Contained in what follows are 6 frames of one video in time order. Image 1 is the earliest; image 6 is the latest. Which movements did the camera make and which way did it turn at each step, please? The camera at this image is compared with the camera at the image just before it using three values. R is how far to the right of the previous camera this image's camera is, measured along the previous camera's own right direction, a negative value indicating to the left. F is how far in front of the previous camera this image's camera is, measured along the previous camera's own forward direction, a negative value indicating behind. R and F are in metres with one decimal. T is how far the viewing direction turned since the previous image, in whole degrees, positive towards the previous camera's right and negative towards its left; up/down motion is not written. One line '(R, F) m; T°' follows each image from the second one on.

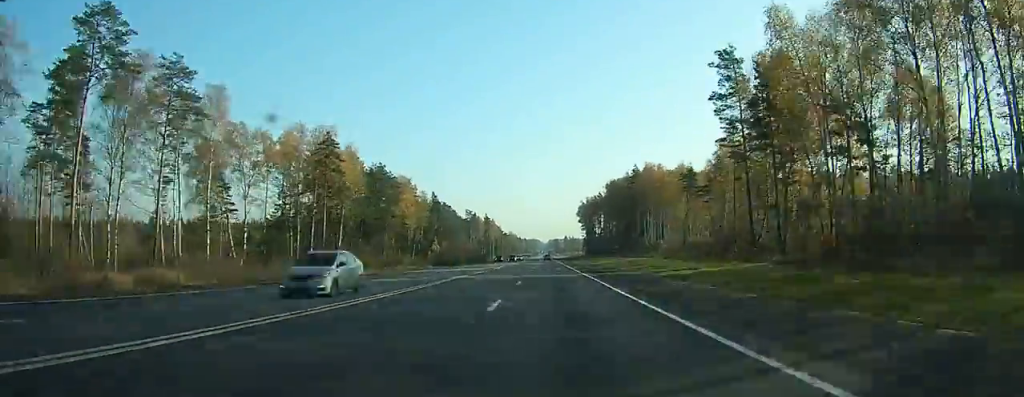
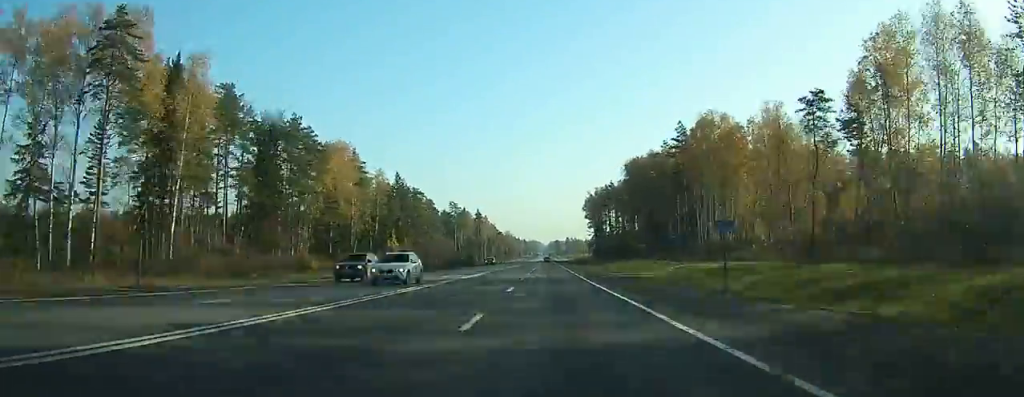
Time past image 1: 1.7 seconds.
(-0.4, +51.3) m; 0°
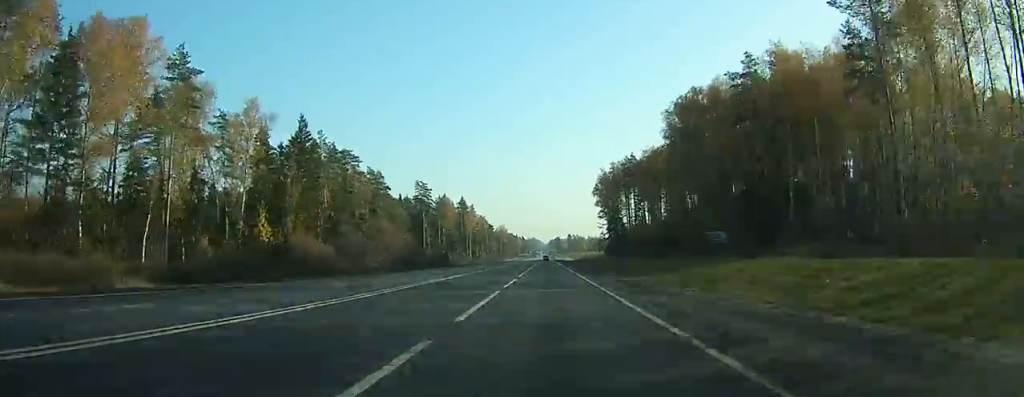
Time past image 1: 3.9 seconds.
(-0.2, +63.2) m; -1°
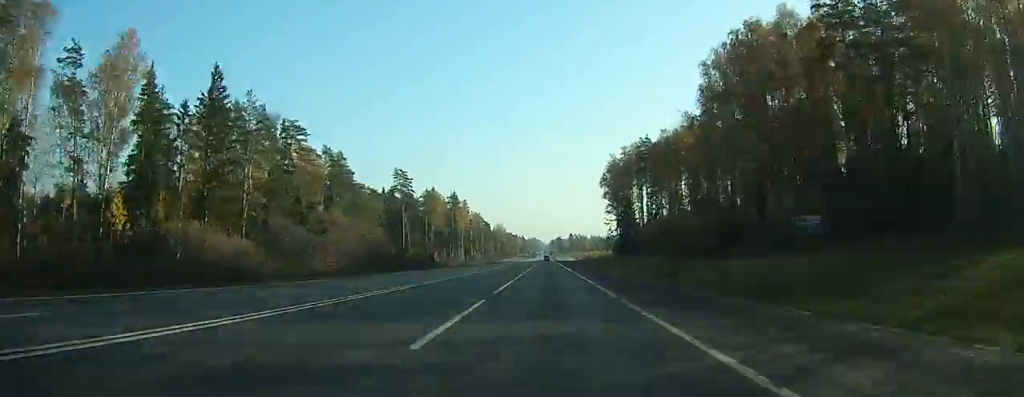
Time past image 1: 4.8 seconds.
(-0.2, +27.6) m; 0°
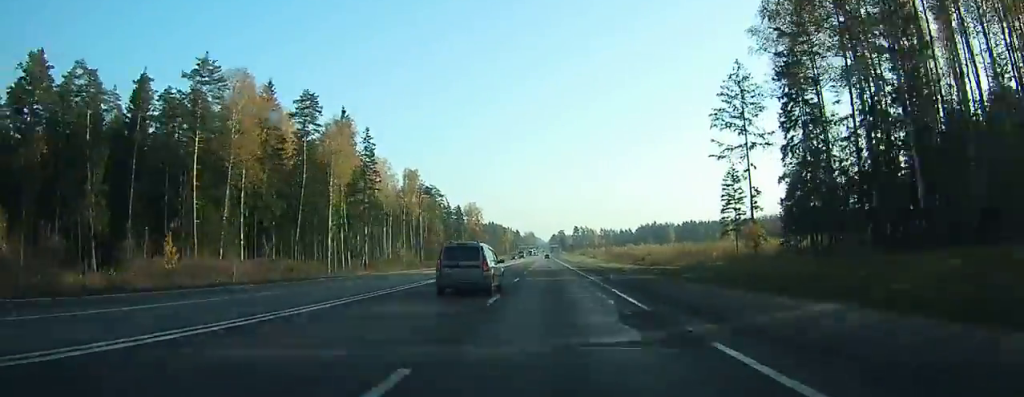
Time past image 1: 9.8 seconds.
(-0.4, +146.7) m; 0°
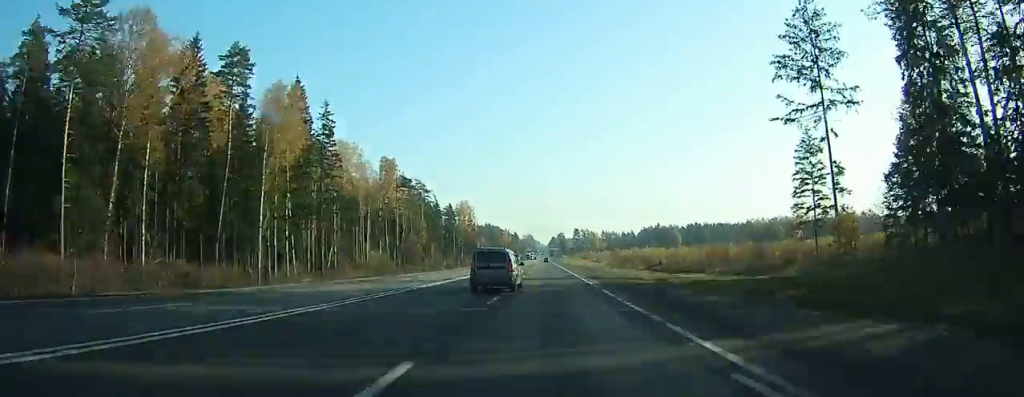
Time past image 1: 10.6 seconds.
(+0.1, +23.2) m; 0°
